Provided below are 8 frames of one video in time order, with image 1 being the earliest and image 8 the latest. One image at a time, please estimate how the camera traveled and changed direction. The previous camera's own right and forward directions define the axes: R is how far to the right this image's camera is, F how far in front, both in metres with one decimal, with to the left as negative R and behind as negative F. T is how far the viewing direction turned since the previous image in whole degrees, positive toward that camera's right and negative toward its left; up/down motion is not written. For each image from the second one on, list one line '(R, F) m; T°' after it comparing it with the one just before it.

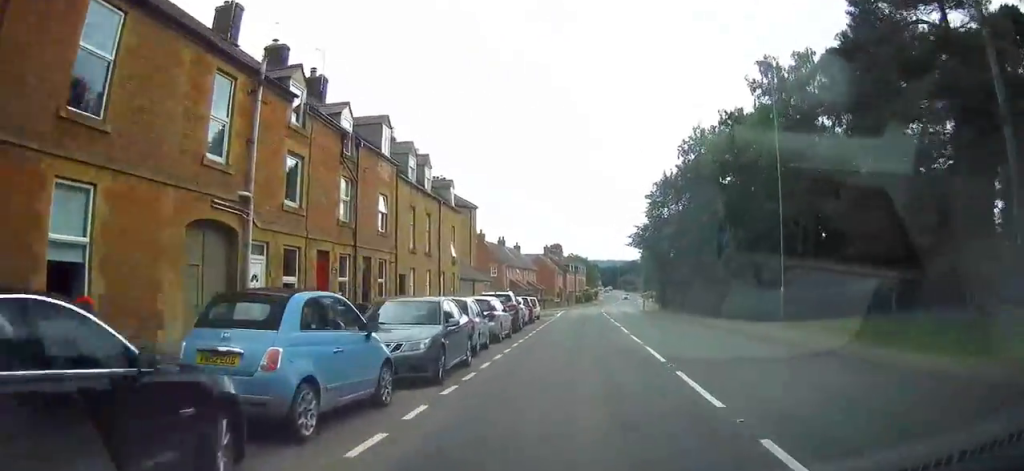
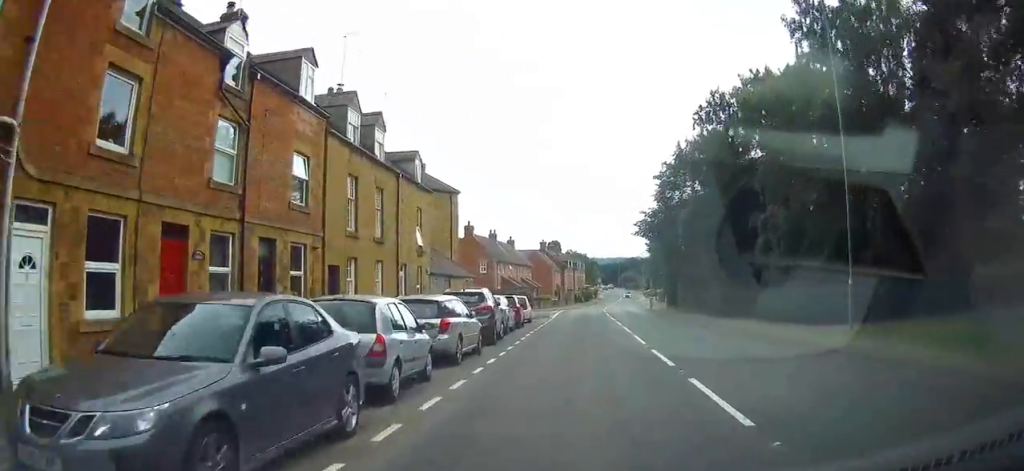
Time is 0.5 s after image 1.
(0.0, +7.0) m; 0°
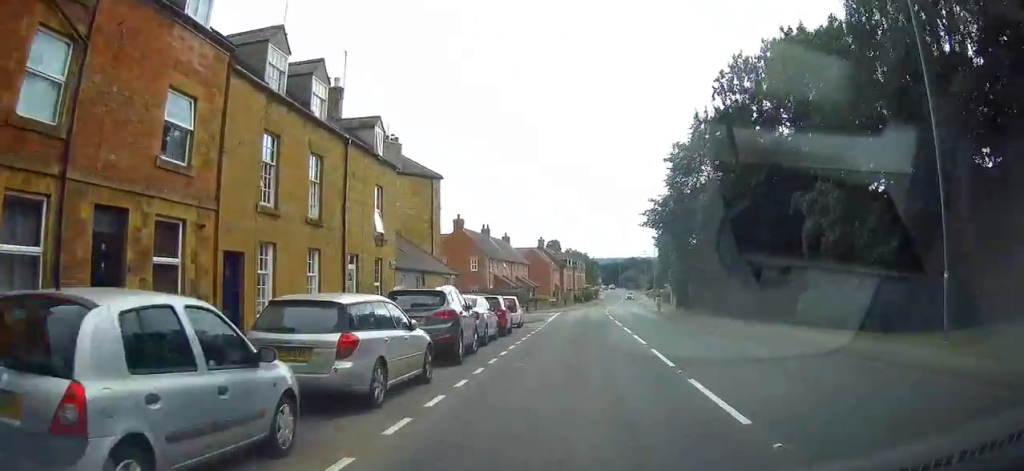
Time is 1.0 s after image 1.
(0.0, +5.6) m; 0°
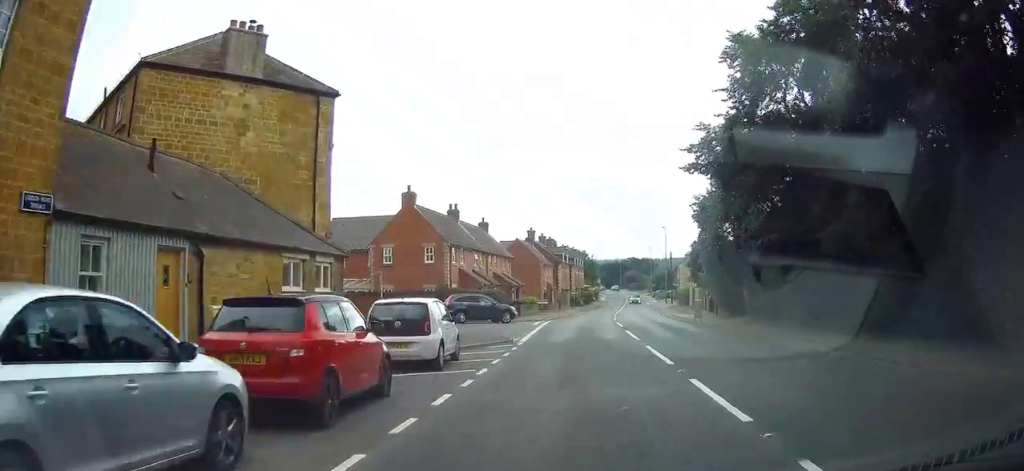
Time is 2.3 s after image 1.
(-0.1, +17.2) m; 0°
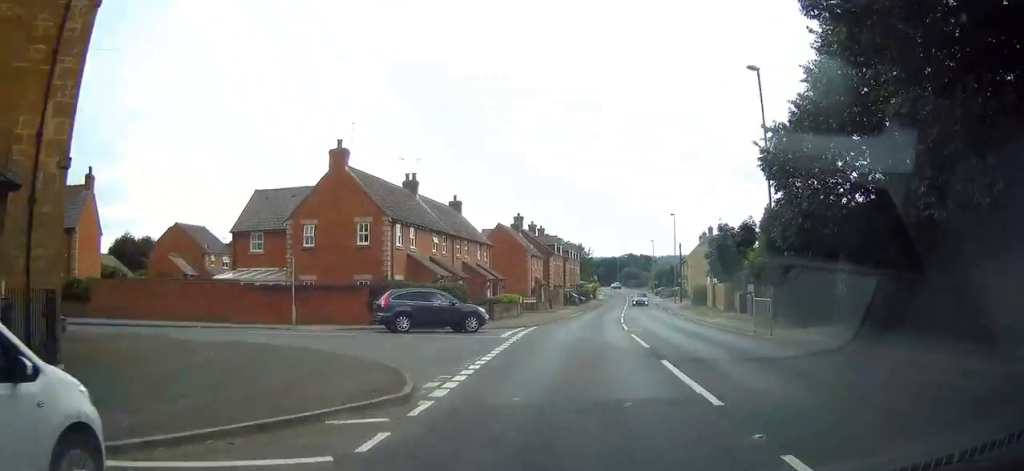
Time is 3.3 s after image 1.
(+0.1, +12.9) m; +1°
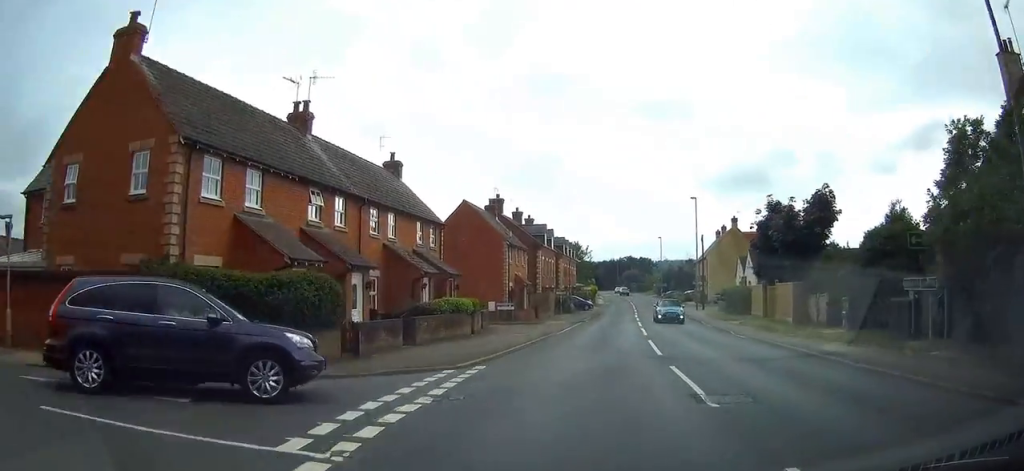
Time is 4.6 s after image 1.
(+0.1, +17.2) m; +2°
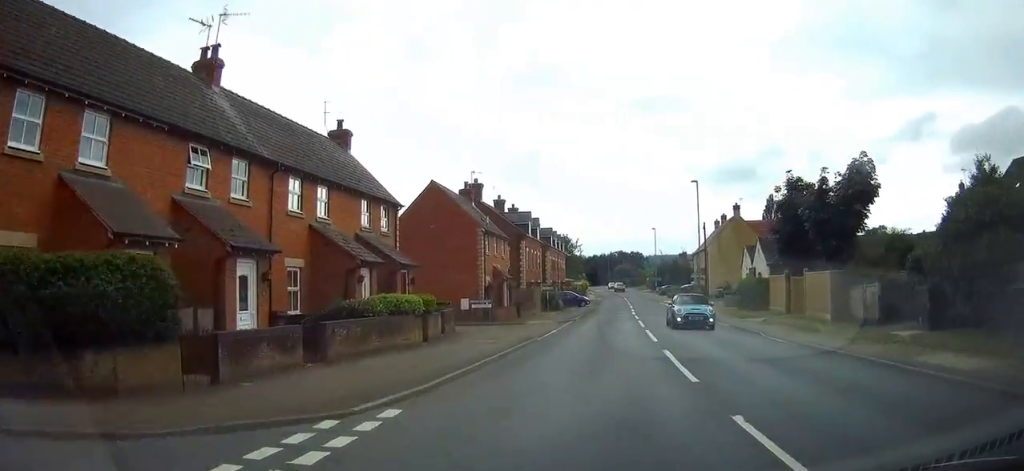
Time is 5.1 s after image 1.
(+0.1, +6.6) m; +1°
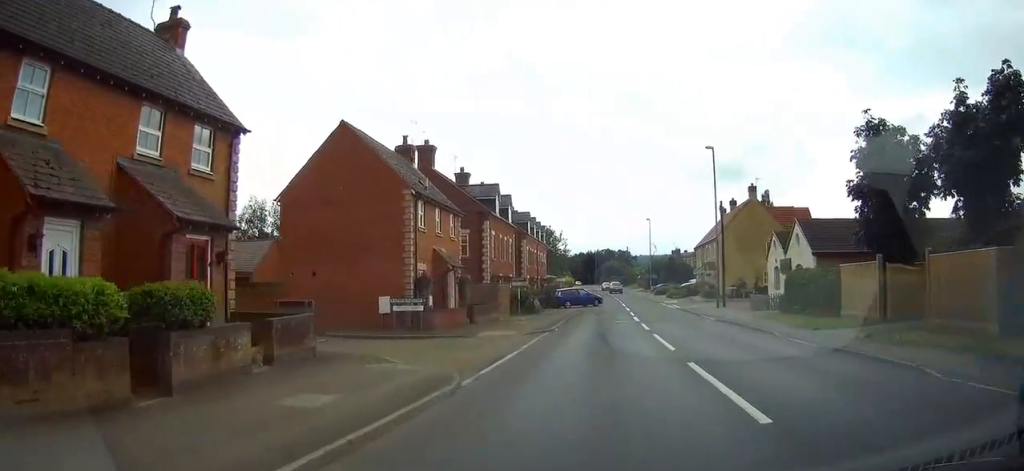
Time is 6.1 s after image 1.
(+0.2, +13.1) m; +1°
